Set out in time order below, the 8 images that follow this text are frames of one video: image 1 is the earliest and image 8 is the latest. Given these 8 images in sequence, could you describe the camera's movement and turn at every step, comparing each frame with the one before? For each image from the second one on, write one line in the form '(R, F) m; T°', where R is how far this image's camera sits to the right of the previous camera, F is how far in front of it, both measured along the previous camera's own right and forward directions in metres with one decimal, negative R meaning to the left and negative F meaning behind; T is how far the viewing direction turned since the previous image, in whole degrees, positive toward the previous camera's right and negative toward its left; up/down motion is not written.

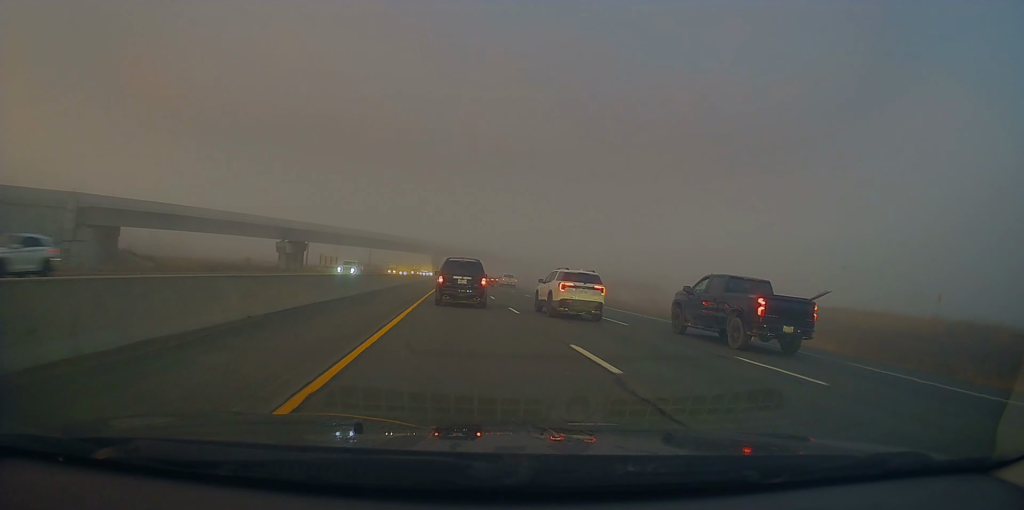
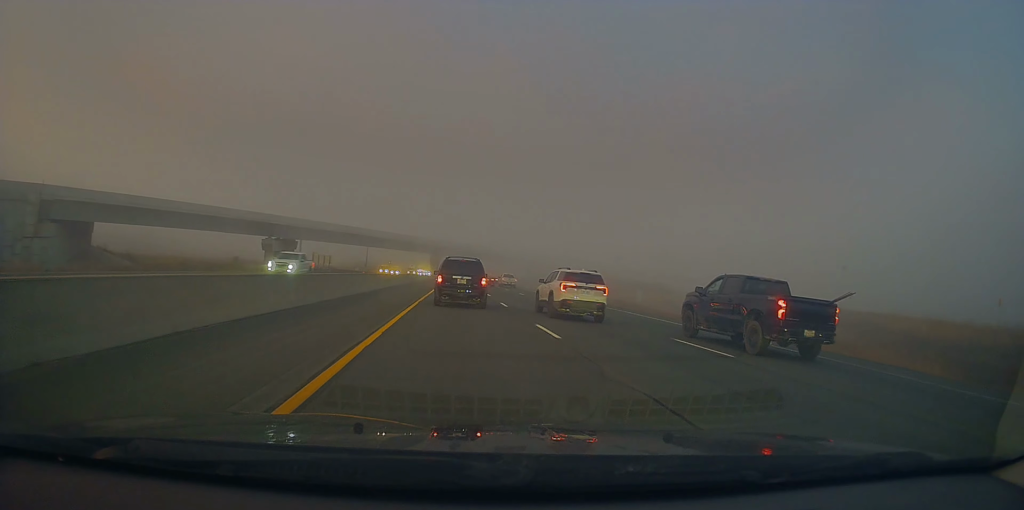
(+0.1, +7.9) m; 0°
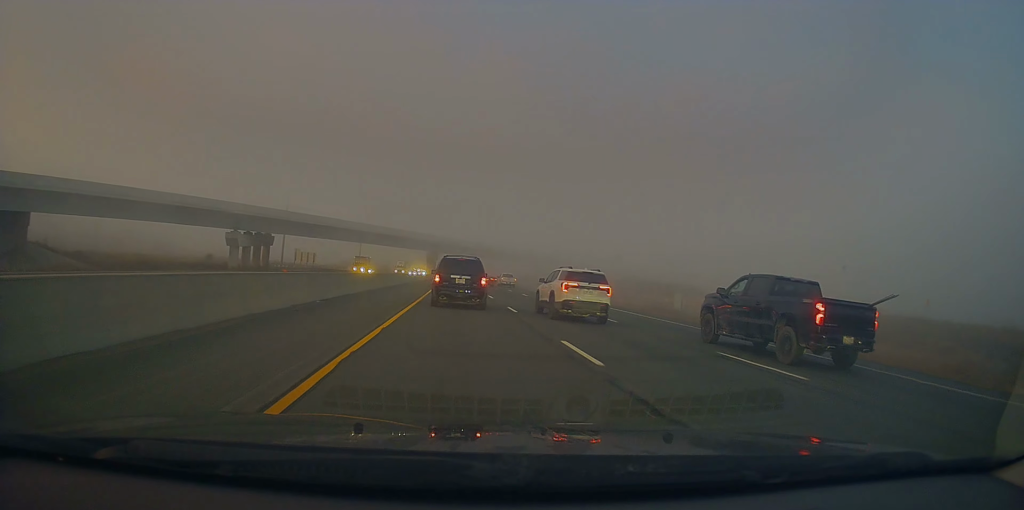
(0.0, +15.8) m; 0°
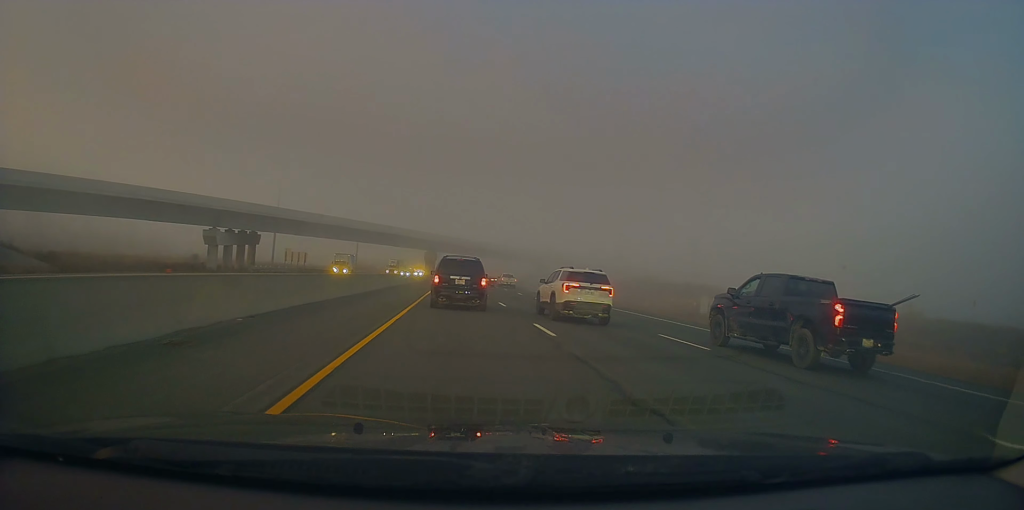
(0.0, +7.7) m; 0°
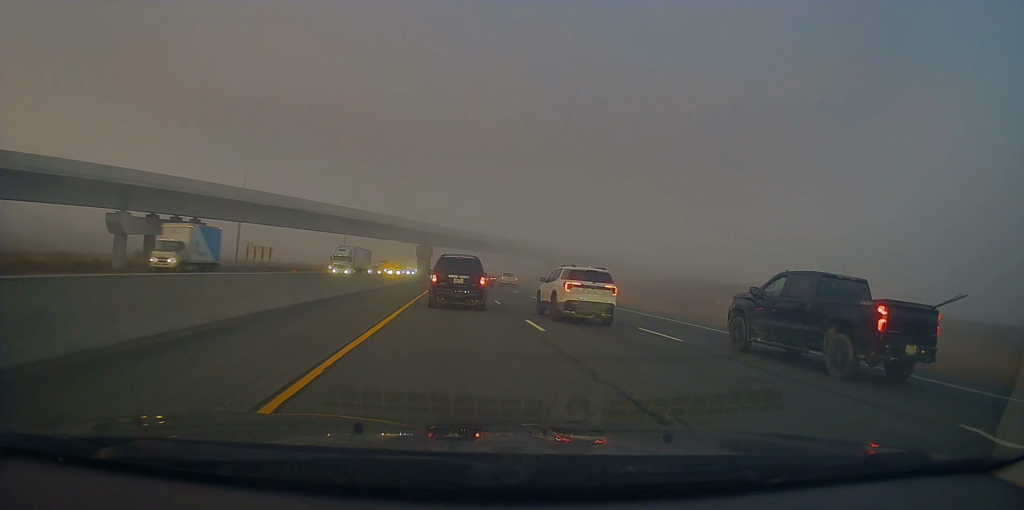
(+0.1, +23.7) m; 0°
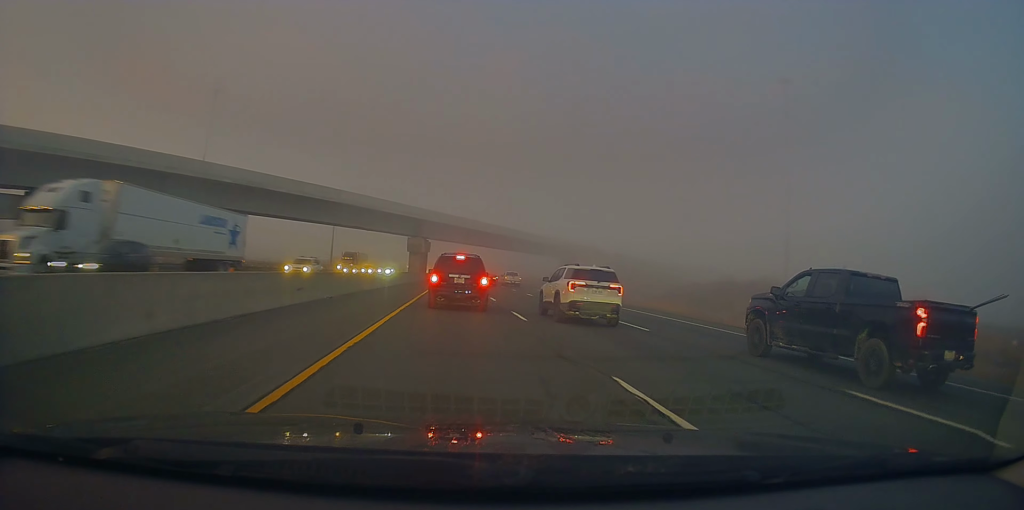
(-0.1, +21.6) m; 0°
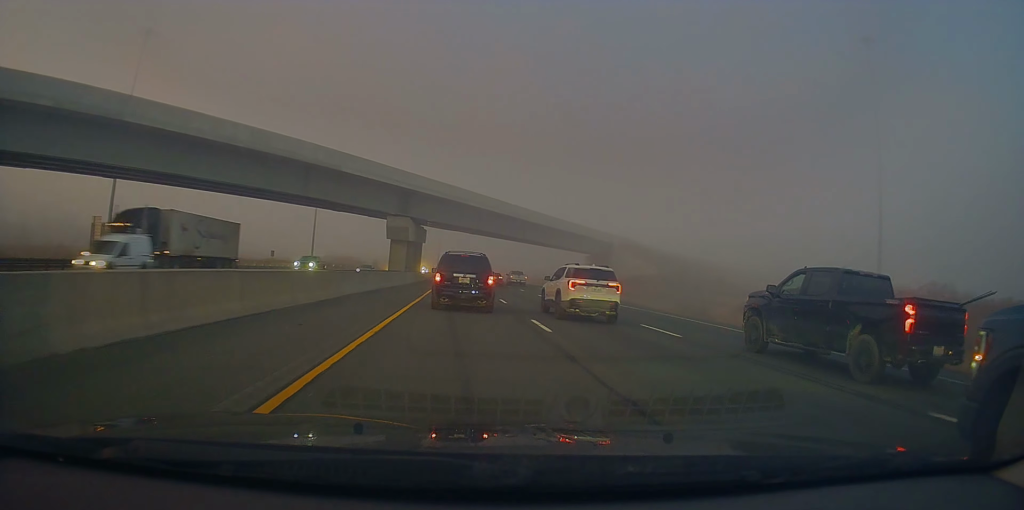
(0.0, +27.8) m; 0°
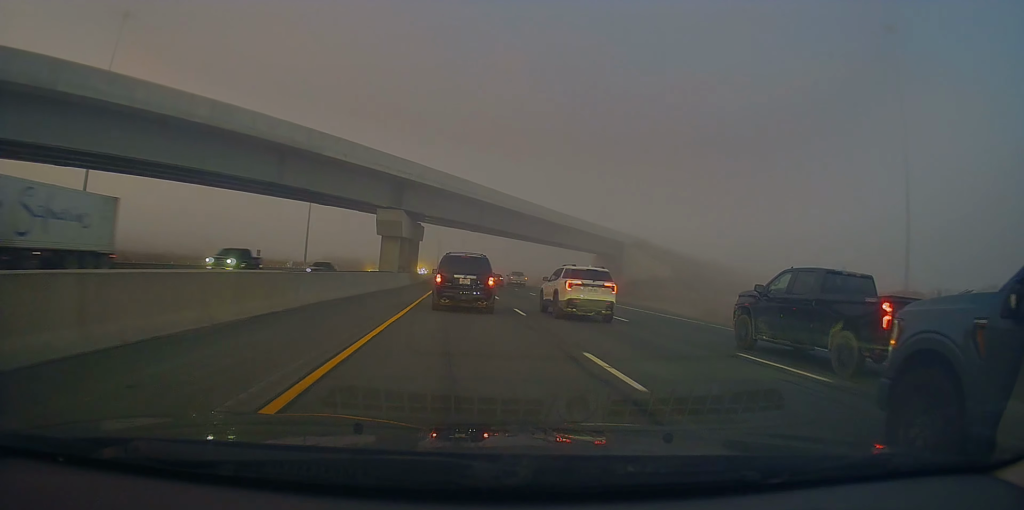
(-0.2, +6.9) m; 0°
